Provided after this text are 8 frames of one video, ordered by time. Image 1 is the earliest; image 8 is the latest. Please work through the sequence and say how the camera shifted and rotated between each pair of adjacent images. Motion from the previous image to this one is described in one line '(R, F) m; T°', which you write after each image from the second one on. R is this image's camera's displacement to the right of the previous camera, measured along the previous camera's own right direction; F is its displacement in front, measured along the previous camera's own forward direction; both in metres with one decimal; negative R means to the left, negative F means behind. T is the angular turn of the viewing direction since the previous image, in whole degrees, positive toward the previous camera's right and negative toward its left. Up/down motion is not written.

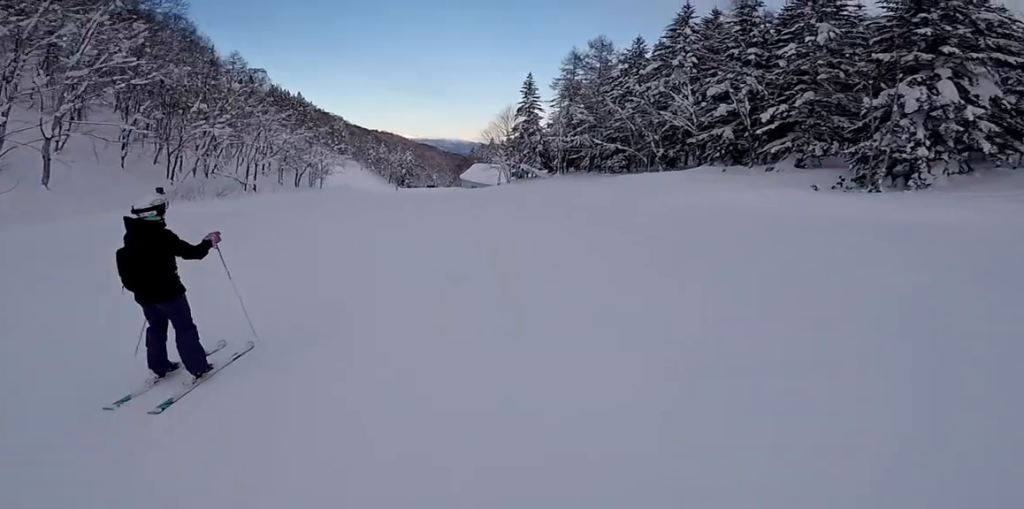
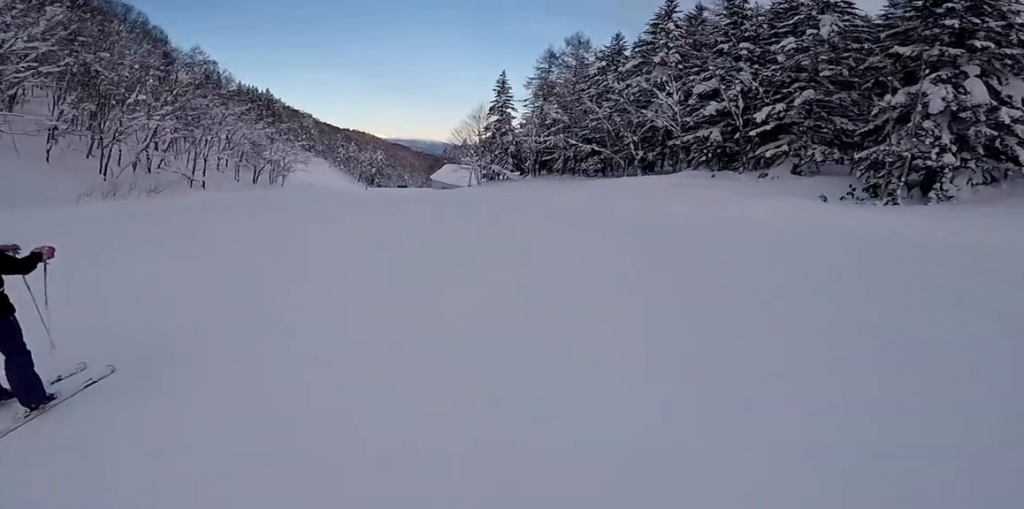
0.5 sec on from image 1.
(0.0, +3.8) m; -3°
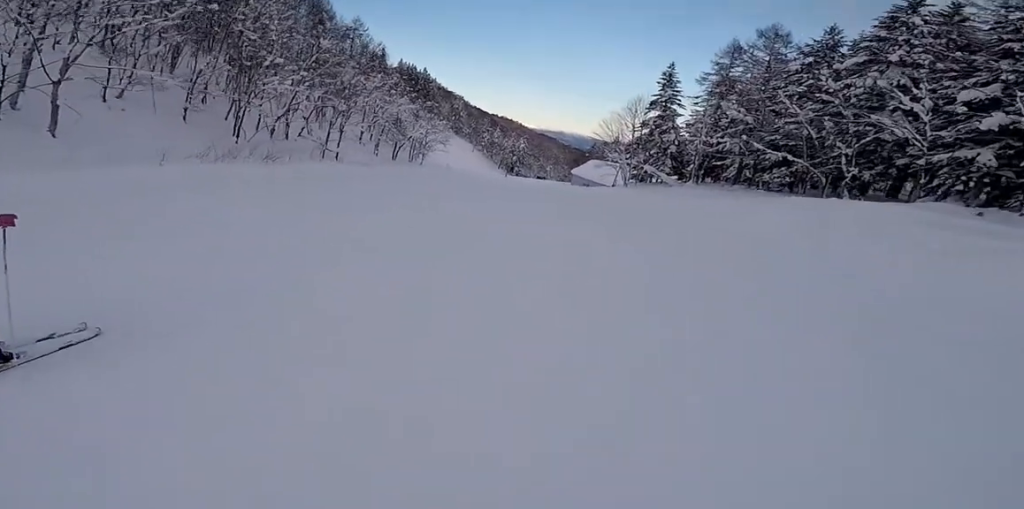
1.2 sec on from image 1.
(0.0, +5.8) m; -5°
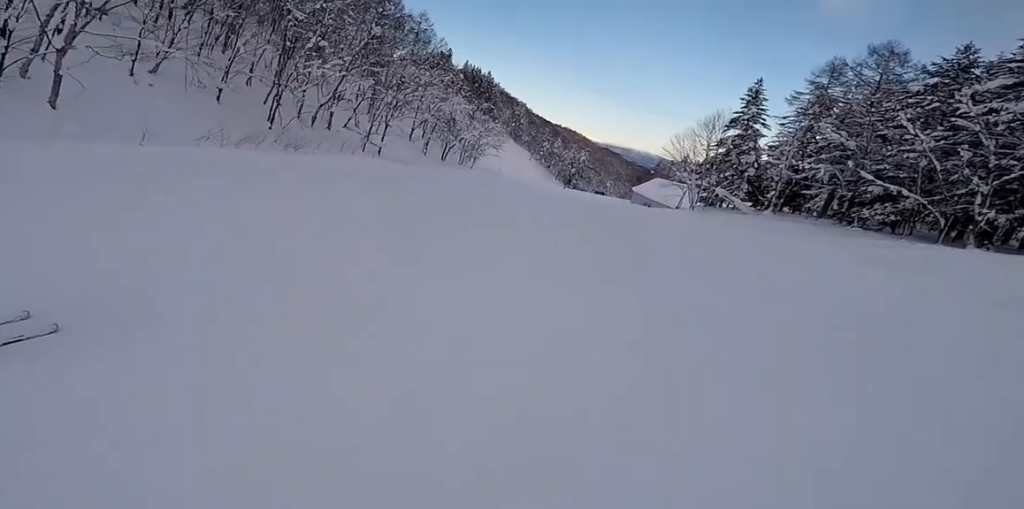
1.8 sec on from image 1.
(-0.5, +4.8) m; -5°
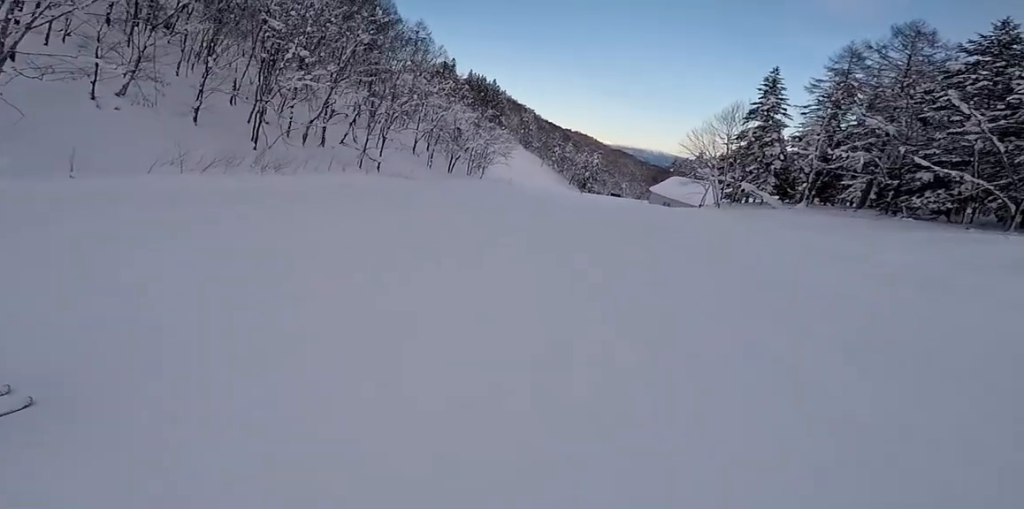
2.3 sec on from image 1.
(-0.1, +3.5) m; -2°
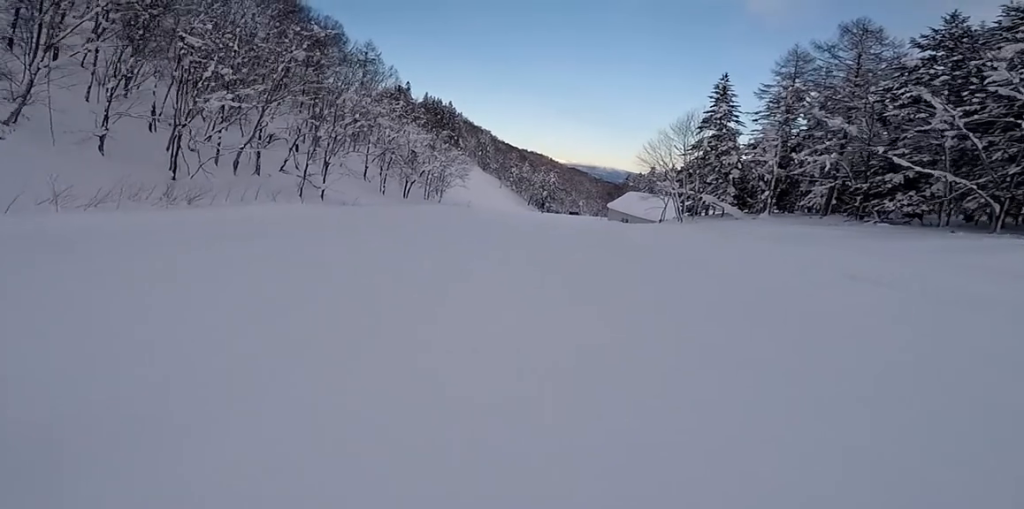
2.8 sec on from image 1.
(-0.1, +3.5) m; 0°
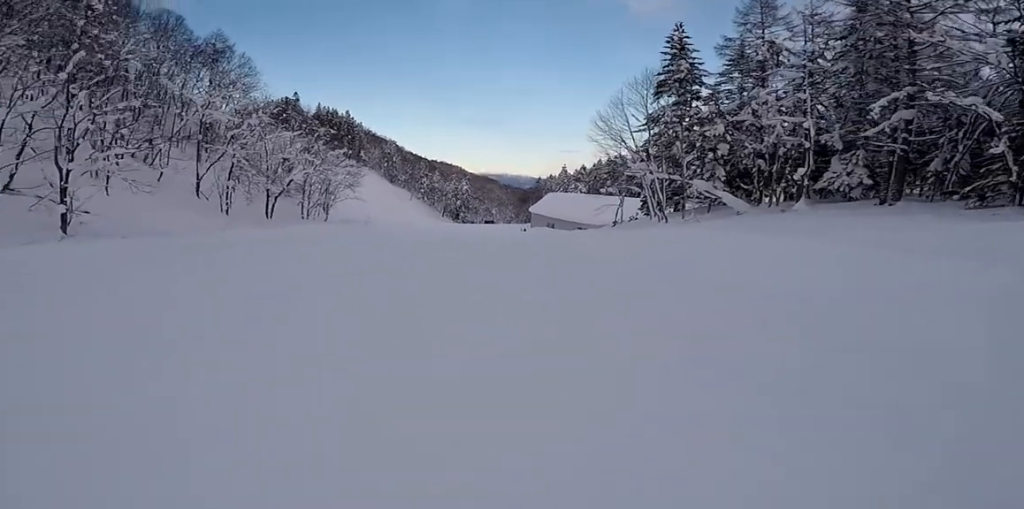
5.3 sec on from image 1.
(+1.2, +19.0) m; +9°
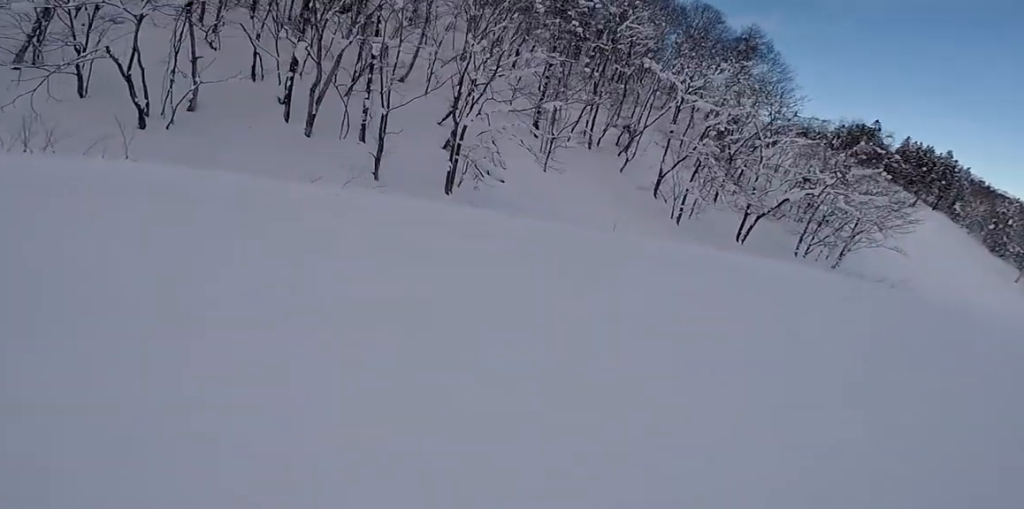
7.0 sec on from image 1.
(-0.5, +12.8) m; -8°
